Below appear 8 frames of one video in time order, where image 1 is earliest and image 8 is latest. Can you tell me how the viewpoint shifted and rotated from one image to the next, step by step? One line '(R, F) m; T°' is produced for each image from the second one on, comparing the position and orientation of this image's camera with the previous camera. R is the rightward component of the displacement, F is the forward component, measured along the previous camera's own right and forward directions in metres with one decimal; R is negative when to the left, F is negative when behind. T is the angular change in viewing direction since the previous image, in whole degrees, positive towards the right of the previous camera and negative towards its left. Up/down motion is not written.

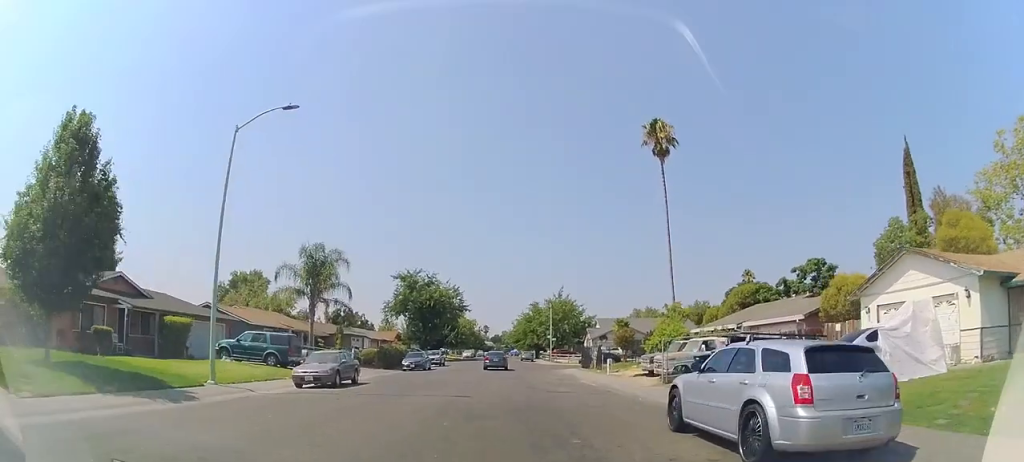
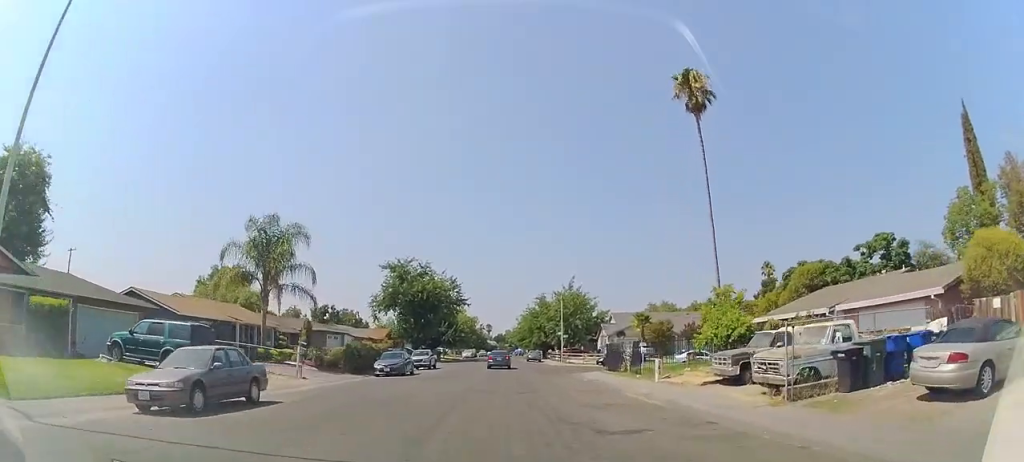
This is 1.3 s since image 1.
(-0.2, +9.4) m; +3°
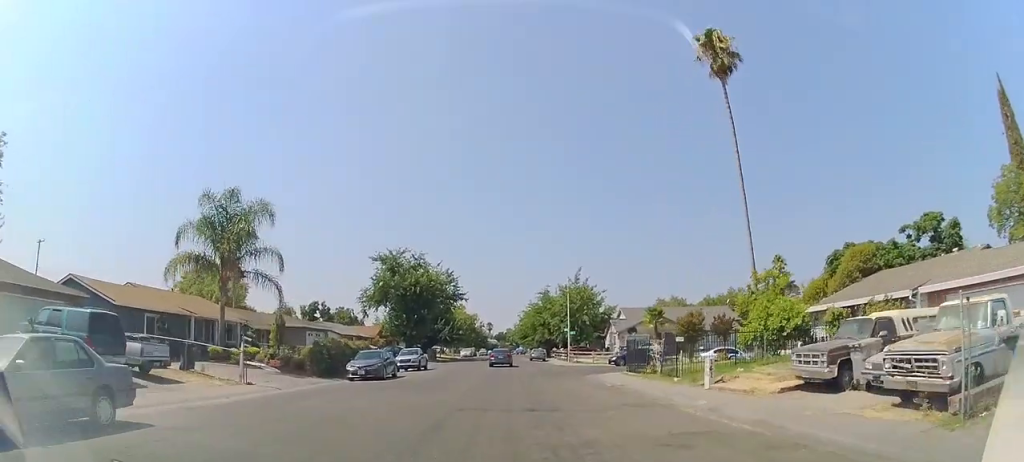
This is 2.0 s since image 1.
(+0.5, +5.6) m; 0°
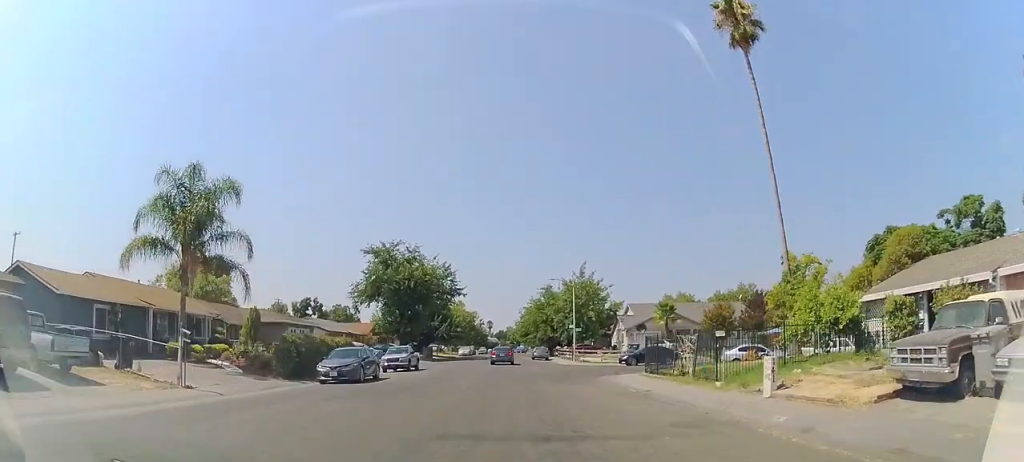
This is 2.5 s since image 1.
(-0.1, +4.1) m; -2°
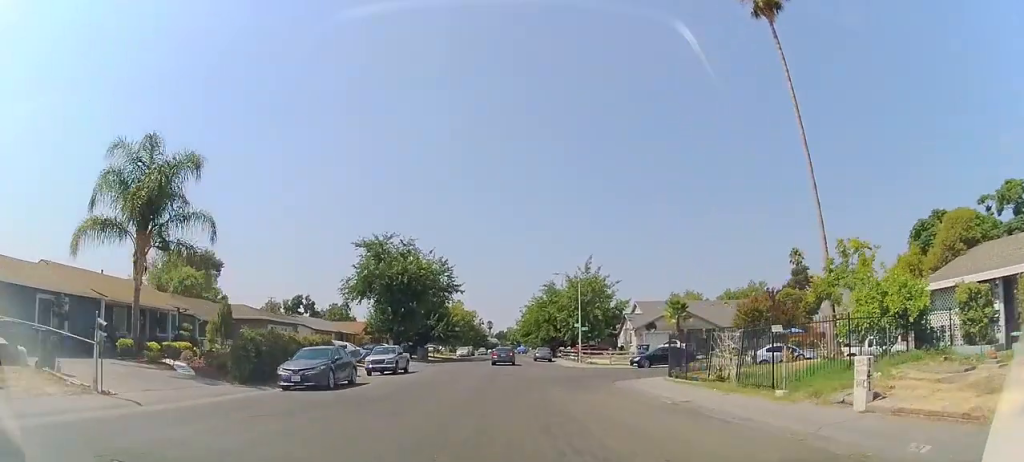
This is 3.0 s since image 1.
(-0.2, +3.9) m; -3°
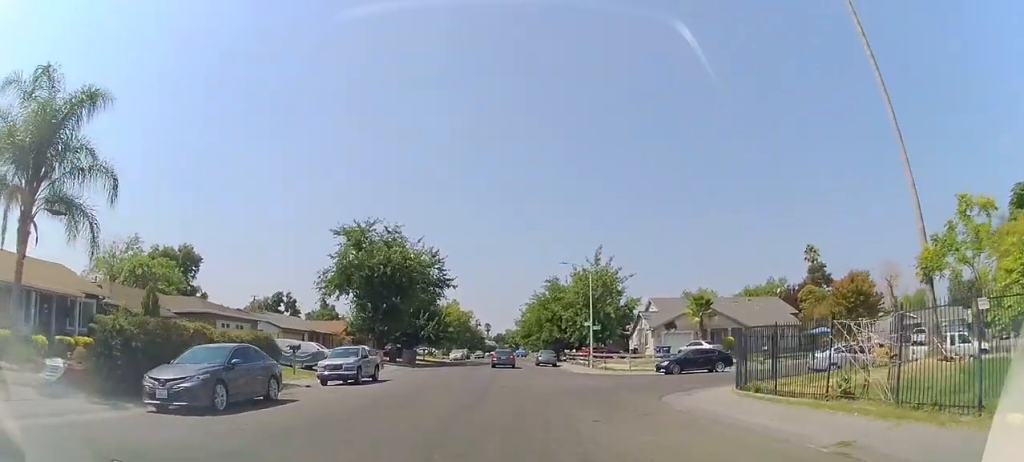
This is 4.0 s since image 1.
(-0.1, +7.3) m; 0°
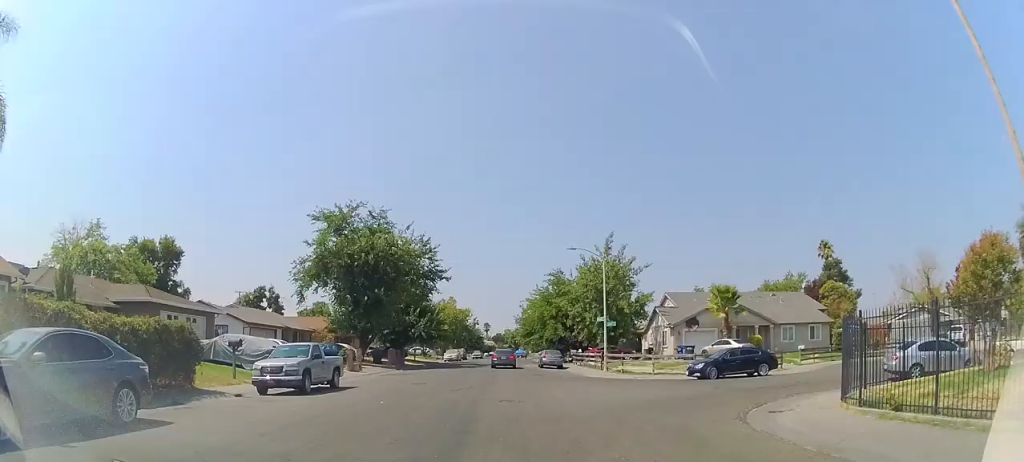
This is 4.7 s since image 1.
(+0.1, +6.0) m; +2°
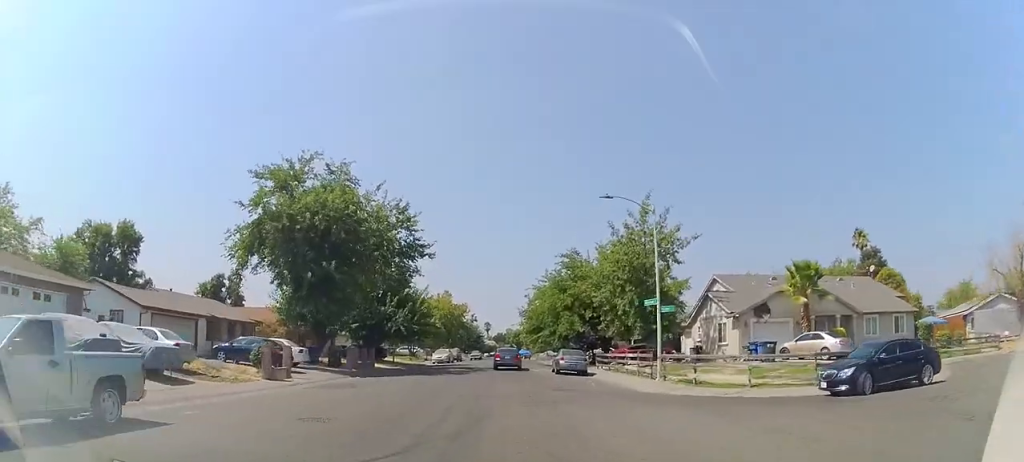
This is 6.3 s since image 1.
(+0.4, +11.8) m; +1°
